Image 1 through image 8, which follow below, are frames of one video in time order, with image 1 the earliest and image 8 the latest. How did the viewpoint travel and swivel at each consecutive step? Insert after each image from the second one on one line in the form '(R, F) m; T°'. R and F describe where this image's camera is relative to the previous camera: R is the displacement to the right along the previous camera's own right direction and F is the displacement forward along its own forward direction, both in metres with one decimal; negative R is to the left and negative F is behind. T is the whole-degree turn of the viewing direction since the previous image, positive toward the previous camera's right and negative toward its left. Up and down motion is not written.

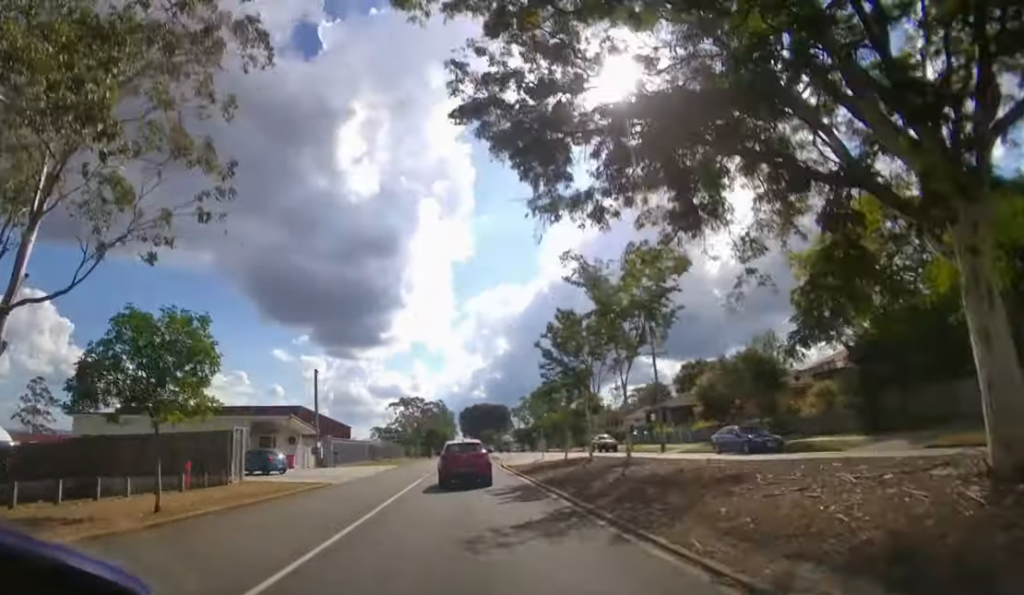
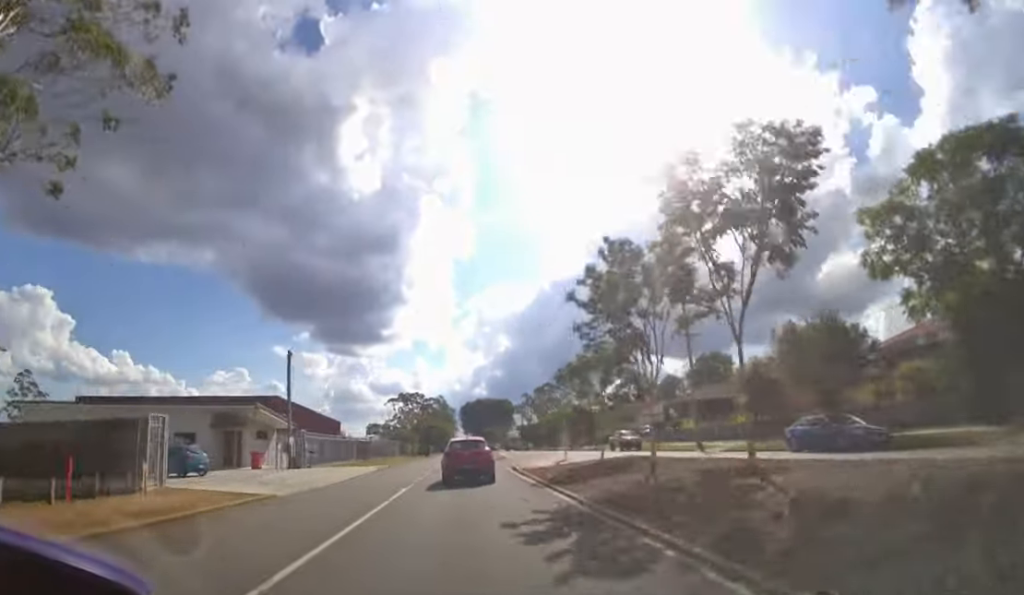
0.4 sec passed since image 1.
(0.0, +6.0) m; 0°
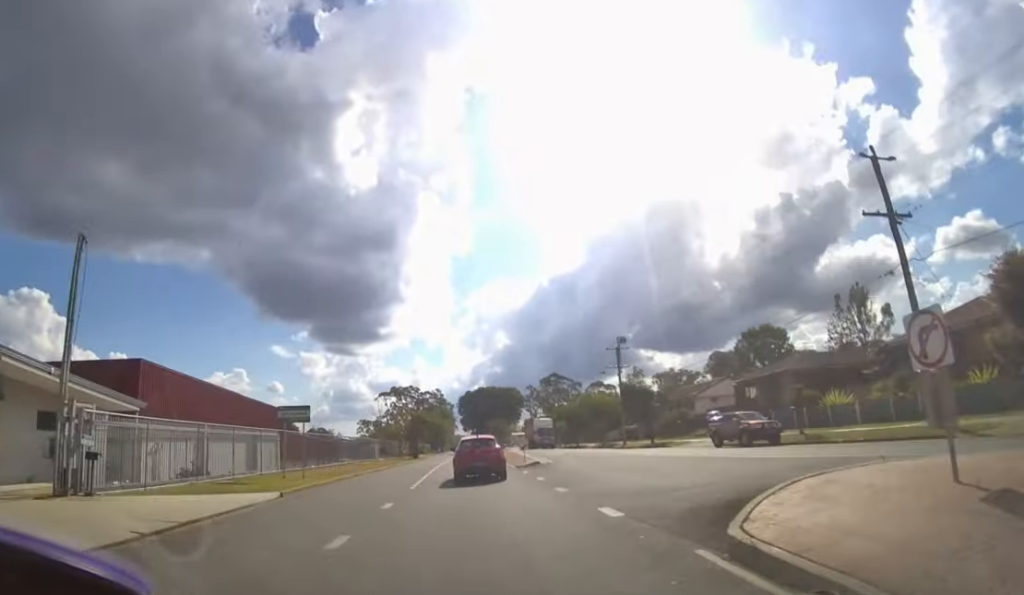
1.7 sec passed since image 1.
(0.0, +17.3) m; 0°
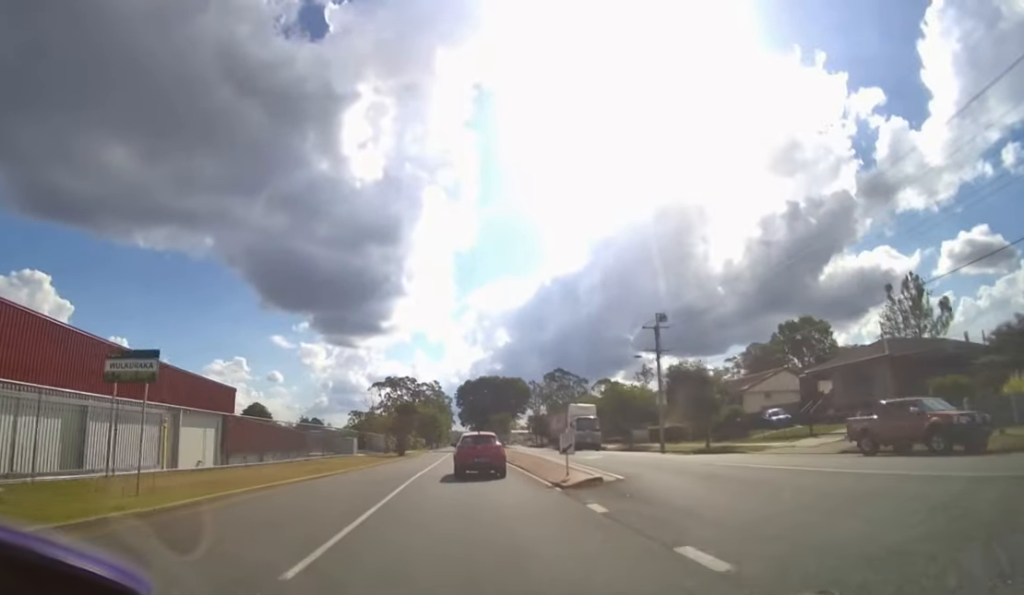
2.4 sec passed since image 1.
(0.0, +9.2) m; 0°
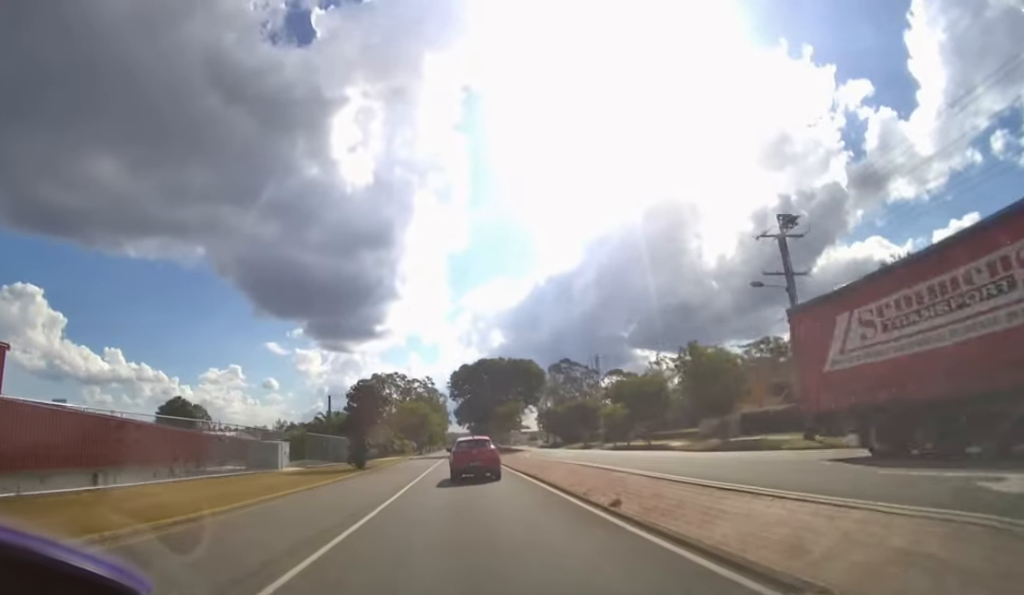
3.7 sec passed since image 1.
(+0.1, +18.1) m; 0°
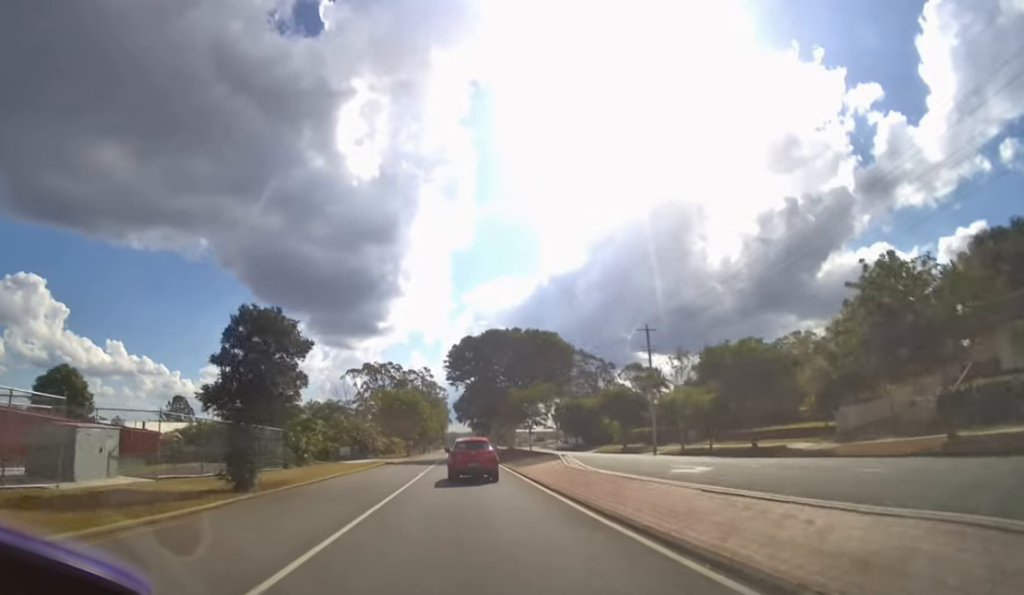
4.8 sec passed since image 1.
(0.0, +17.9) m; 0°
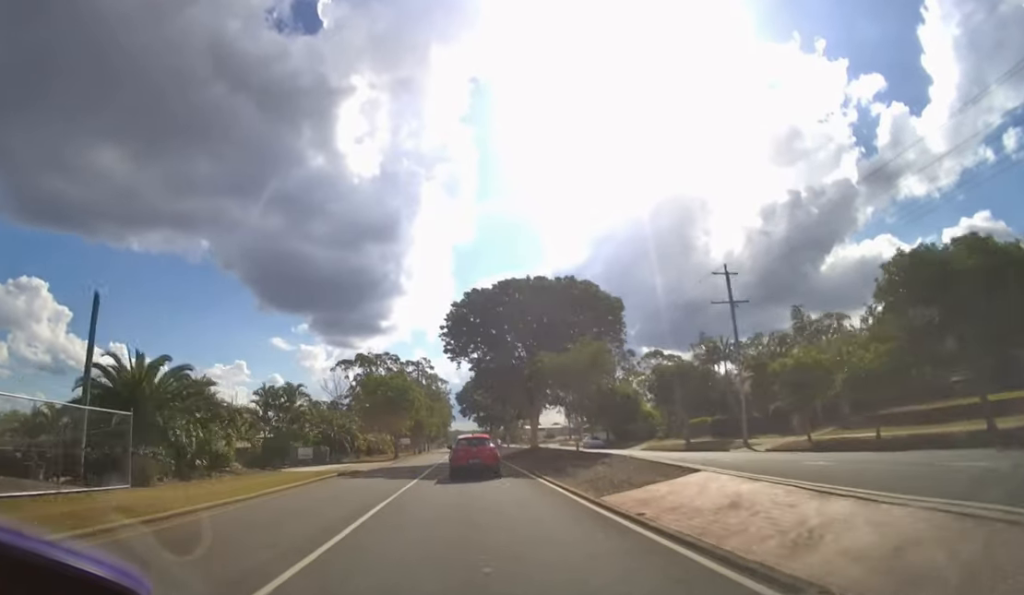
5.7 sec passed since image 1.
(0.0, +16.9) m; 0°
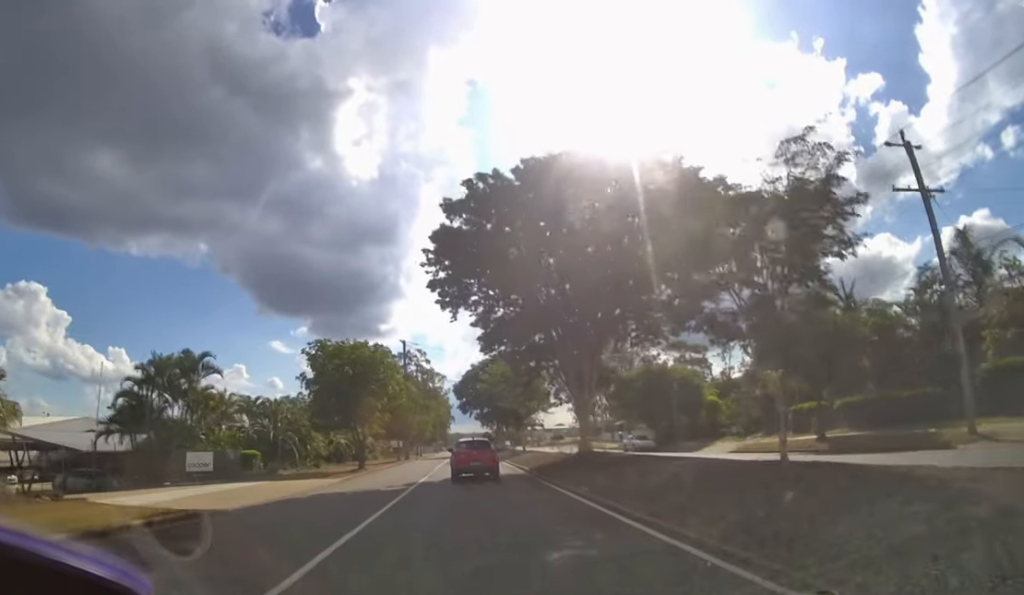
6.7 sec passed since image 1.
(0.0, +16.9) m; 0°
